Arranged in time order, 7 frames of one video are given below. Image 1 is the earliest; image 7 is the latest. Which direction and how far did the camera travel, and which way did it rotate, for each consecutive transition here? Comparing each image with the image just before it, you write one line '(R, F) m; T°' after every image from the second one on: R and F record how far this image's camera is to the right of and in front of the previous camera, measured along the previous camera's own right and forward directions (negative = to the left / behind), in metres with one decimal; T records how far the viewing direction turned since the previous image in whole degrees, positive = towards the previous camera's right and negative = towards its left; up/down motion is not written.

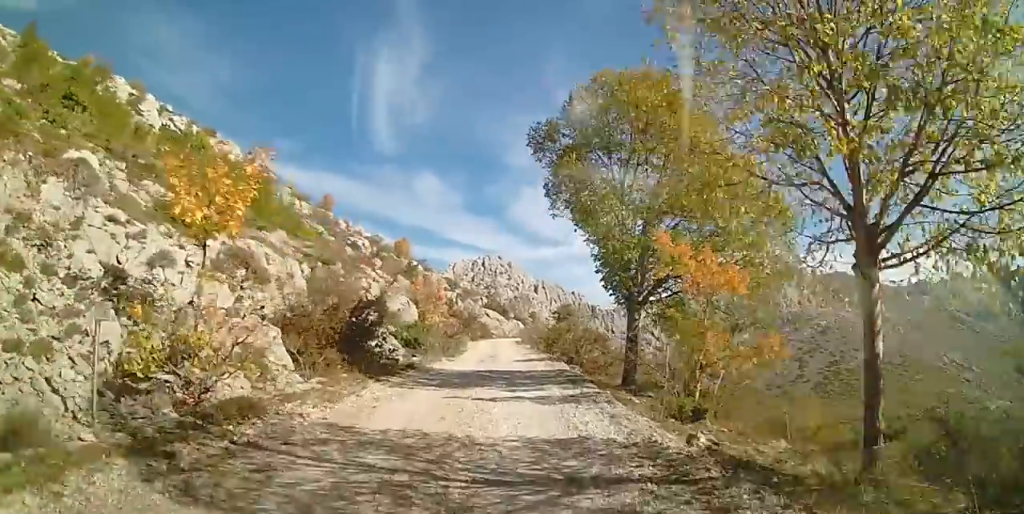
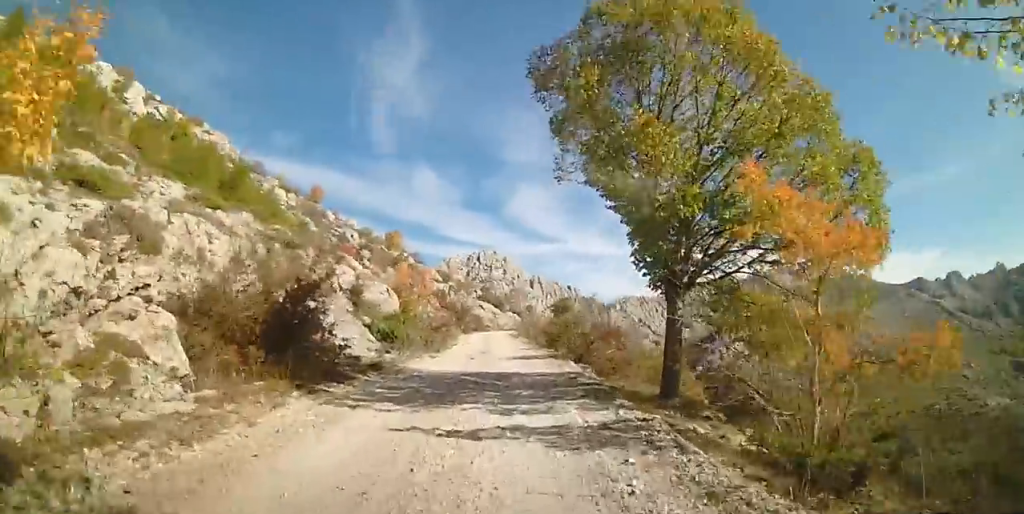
(+0.3, +4.3) m; +1°
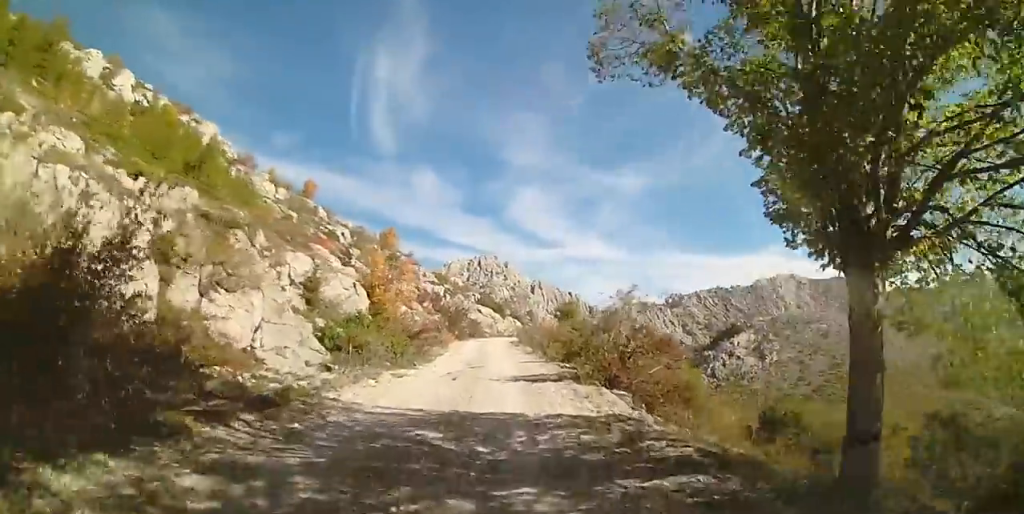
(0.0, +6.3) m; -1°
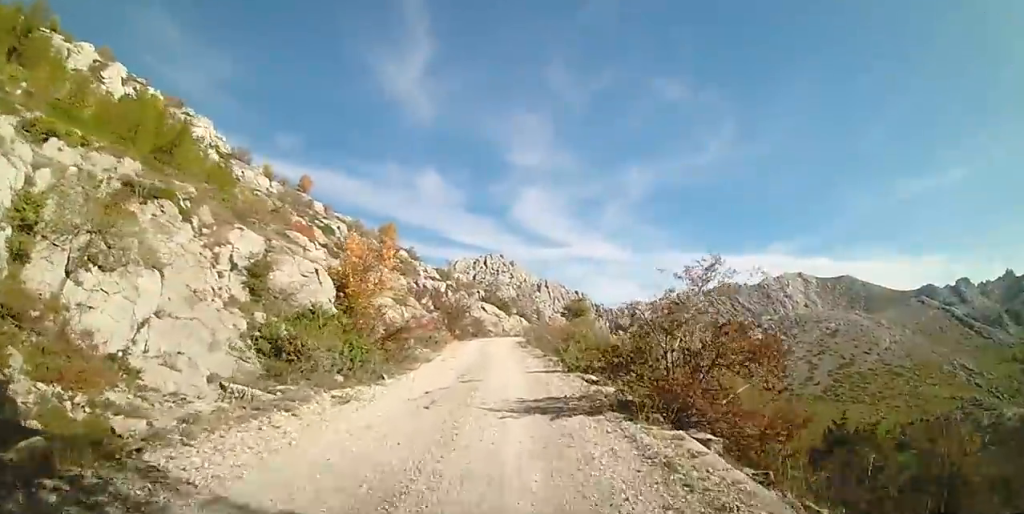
(-0.1, +5.1) m; -2°
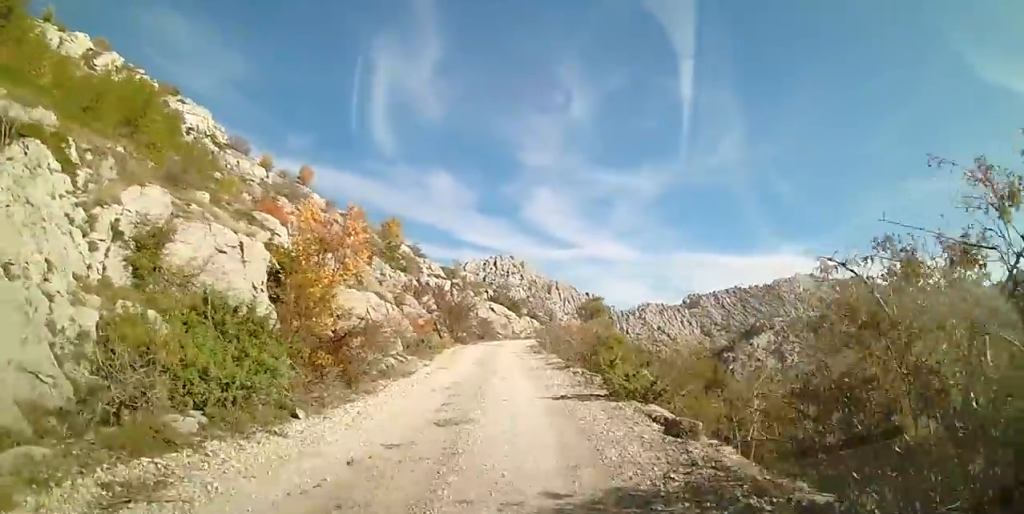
(-0.2, +5.8) m; 0°
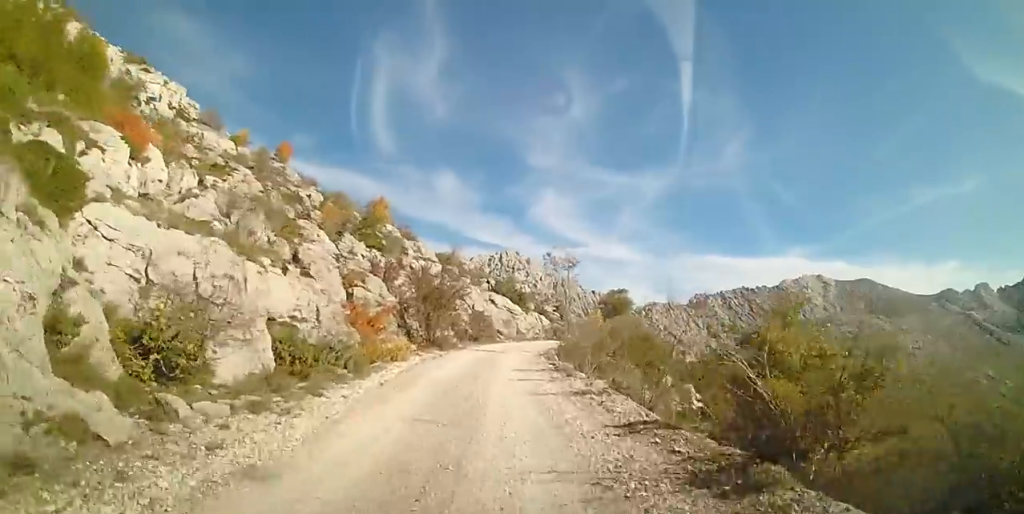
(0.0, +13.3) m; -2°
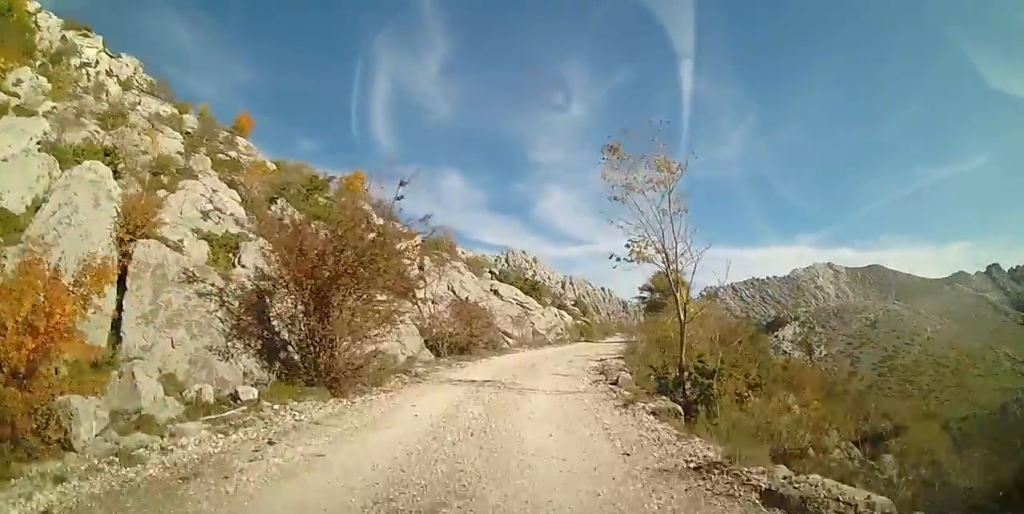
(-0.2, +16.7) m; -2°
